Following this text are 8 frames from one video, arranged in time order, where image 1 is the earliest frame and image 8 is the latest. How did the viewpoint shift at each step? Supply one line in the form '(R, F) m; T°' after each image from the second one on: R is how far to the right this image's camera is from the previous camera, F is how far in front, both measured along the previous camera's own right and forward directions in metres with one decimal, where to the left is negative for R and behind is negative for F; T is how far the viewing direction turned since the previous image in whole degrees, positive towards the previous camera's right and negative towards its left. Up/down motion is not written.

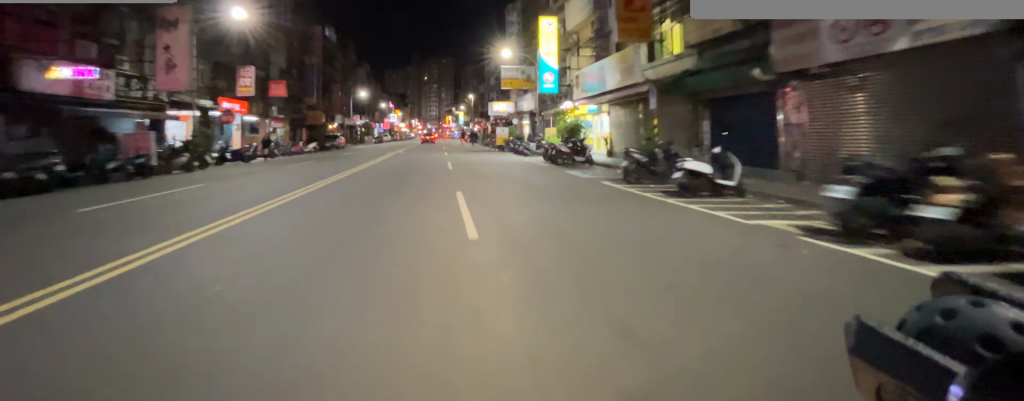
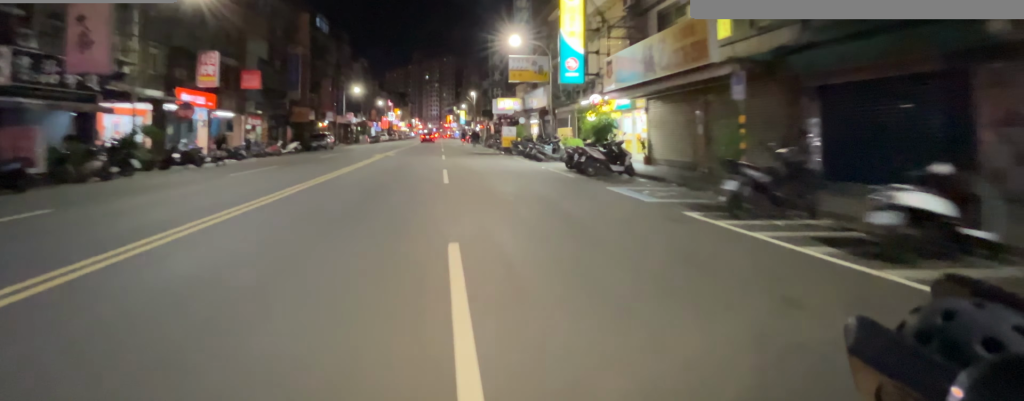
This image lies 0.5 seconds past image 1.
(0.0, +3.9) m; 0°
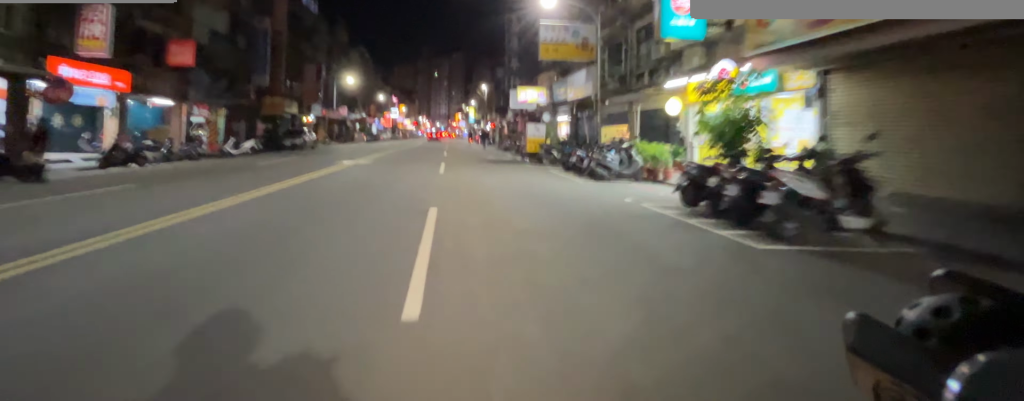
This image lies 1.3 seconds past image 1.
(0.0, +7.1) m; 0°
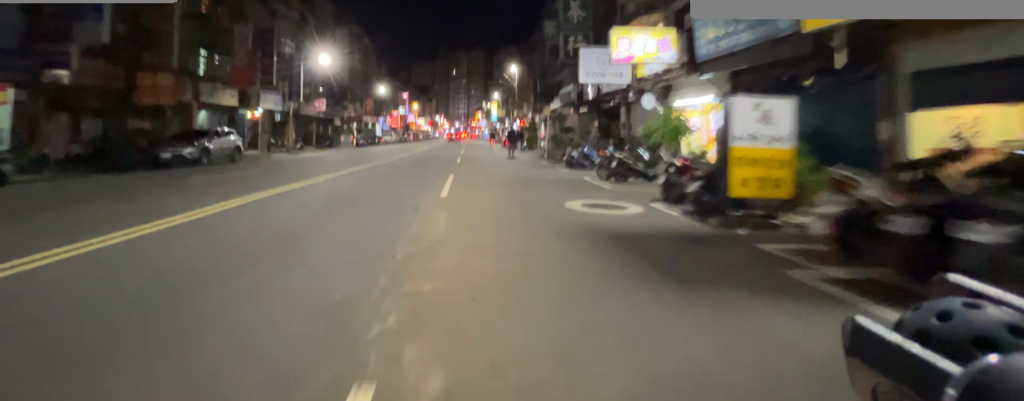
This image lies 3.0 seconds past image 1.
(0.0, +15.1) m; 0°
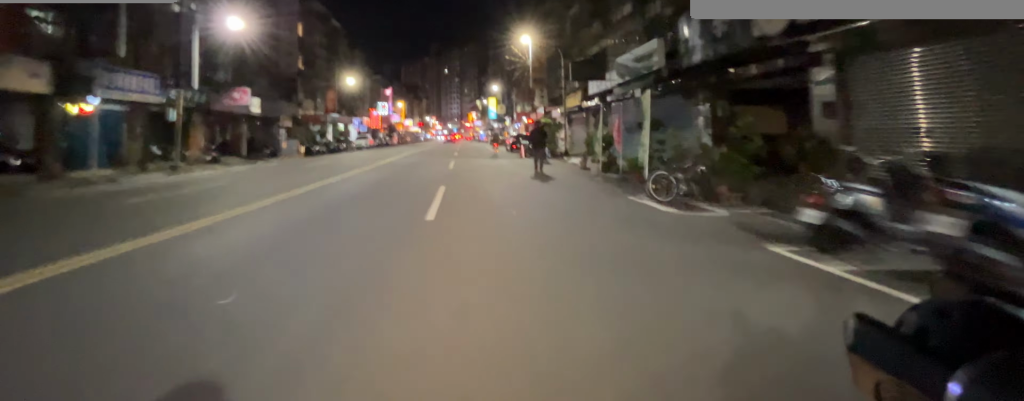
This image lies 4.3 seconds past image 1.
(-0.1, +13.5) m; -1°
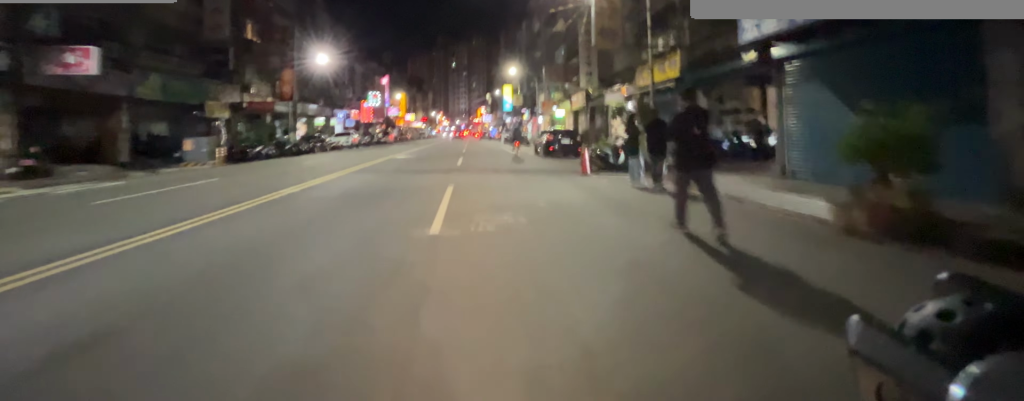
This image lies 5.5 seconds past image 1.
(-0.1, +12.4) m; -1°
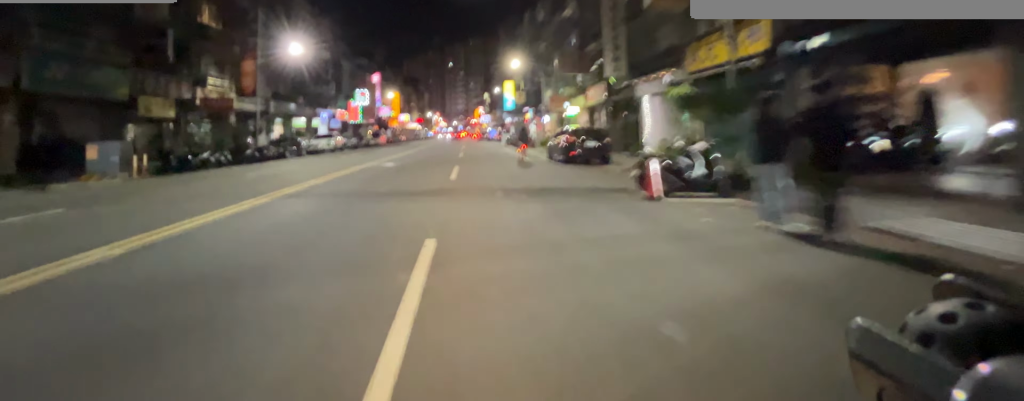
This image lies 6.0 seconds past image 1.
(0.0, +4.8) m; 0°
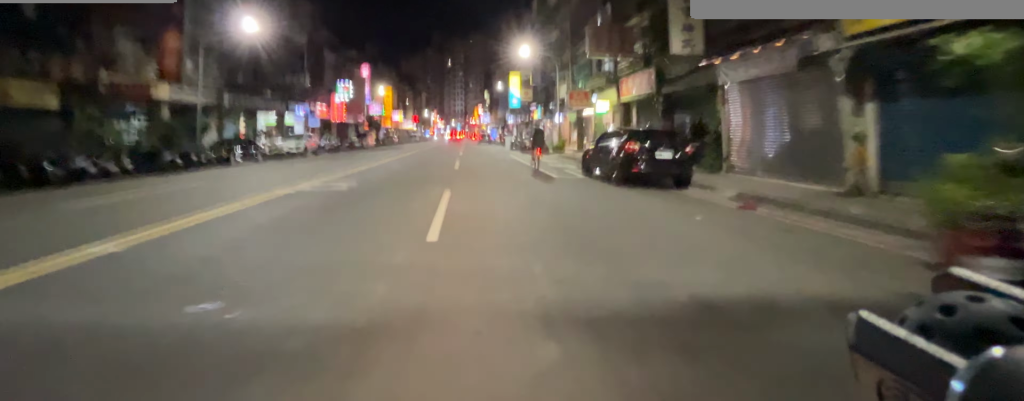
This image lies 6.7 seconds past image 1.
(0.0, +6.3) m; 0°
